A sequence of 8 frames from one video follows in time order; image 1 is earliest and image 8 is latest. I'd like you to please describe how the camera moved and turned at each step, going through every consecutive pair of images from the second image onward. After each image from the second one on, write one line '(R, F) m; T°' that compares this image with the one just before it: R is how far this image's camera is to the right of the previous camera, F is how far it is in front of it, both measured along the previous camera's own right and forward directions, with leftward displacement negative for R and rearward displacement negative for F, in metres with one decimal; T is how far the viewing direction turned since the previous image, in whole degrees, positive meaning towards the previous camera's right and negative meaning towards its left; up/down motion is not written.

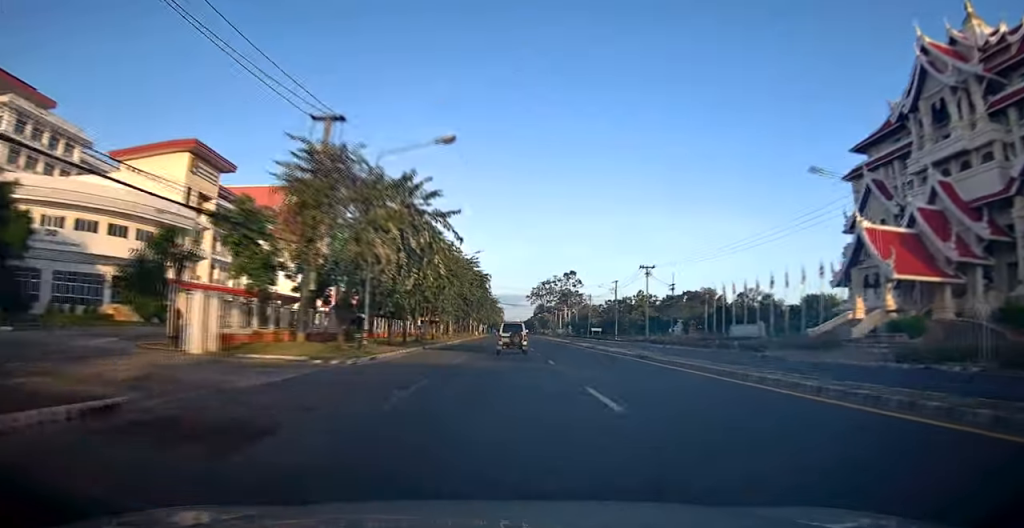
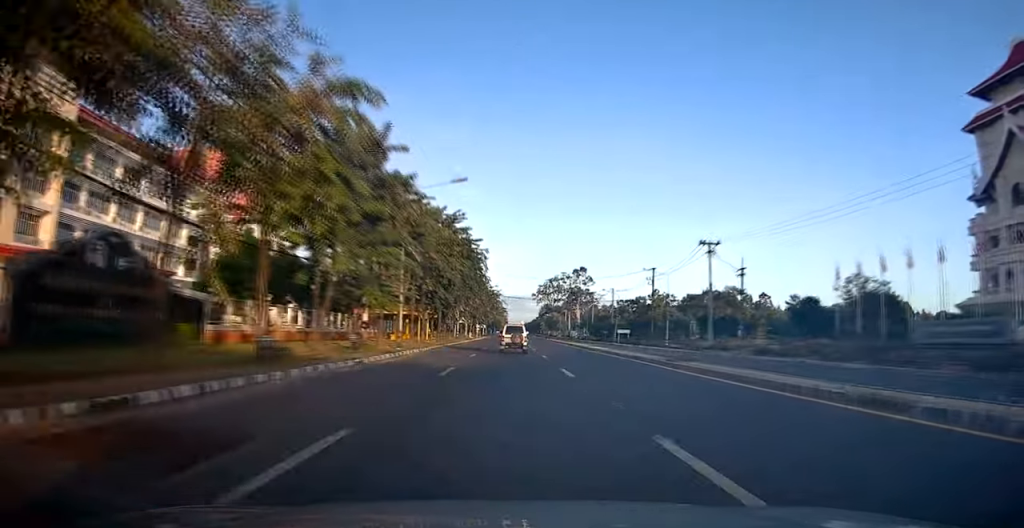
(+0.7, +29.3) m; +2°
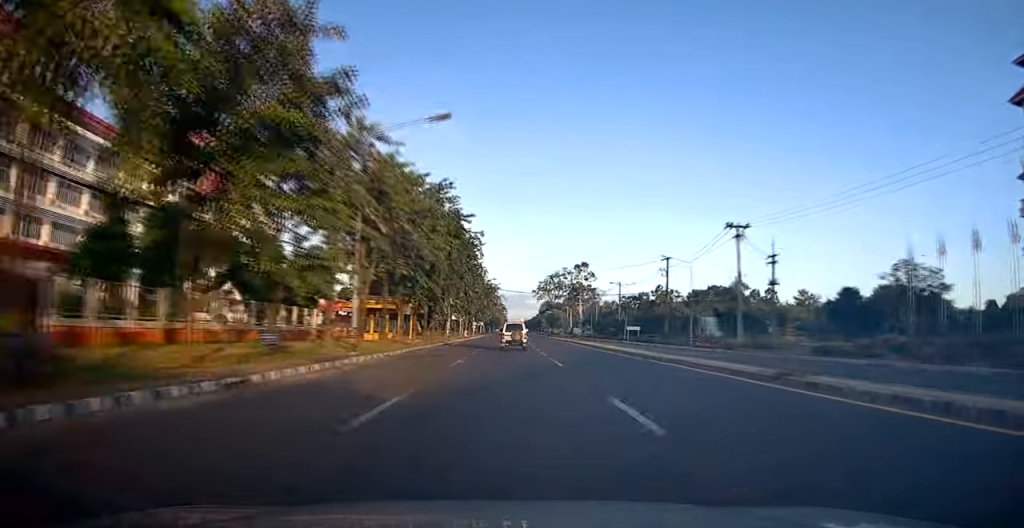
(0.0, +9.1) m; 0°
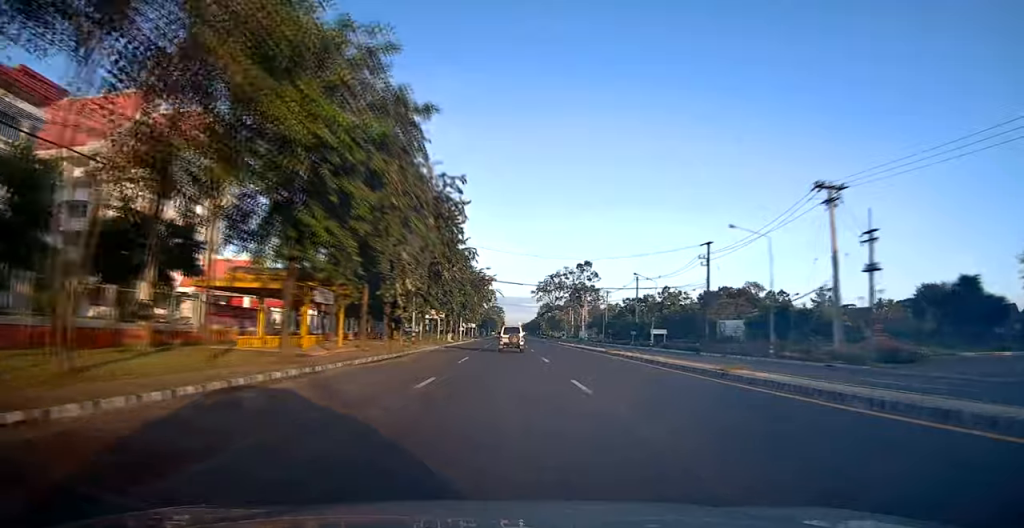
(-0.1, +19.1) m; 0°
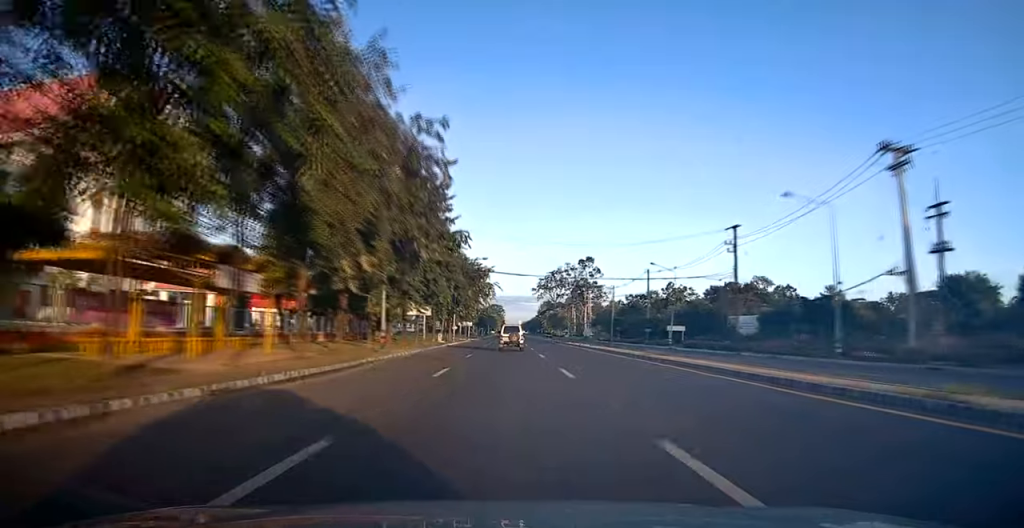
(0.0, +8.7) m; 0°
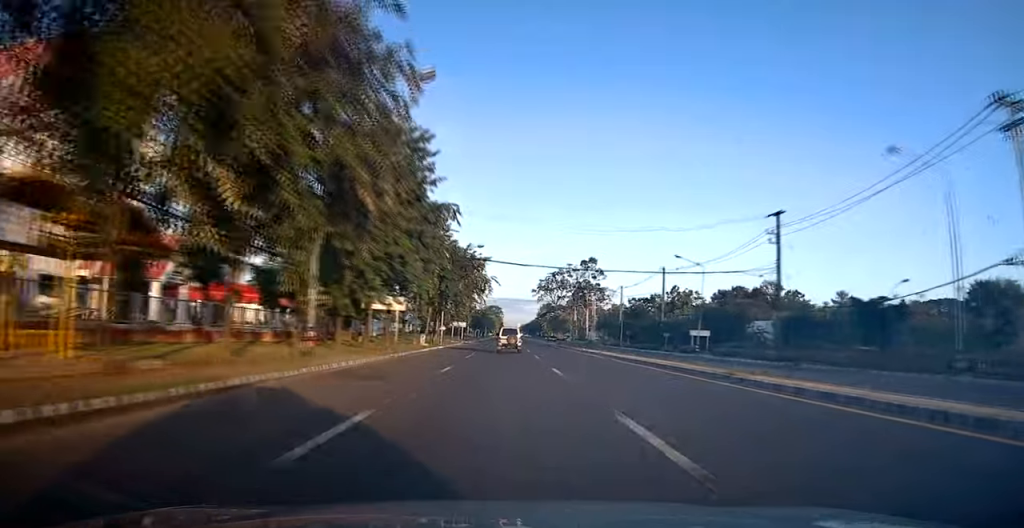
(+0.1, +10.1) m; -1°
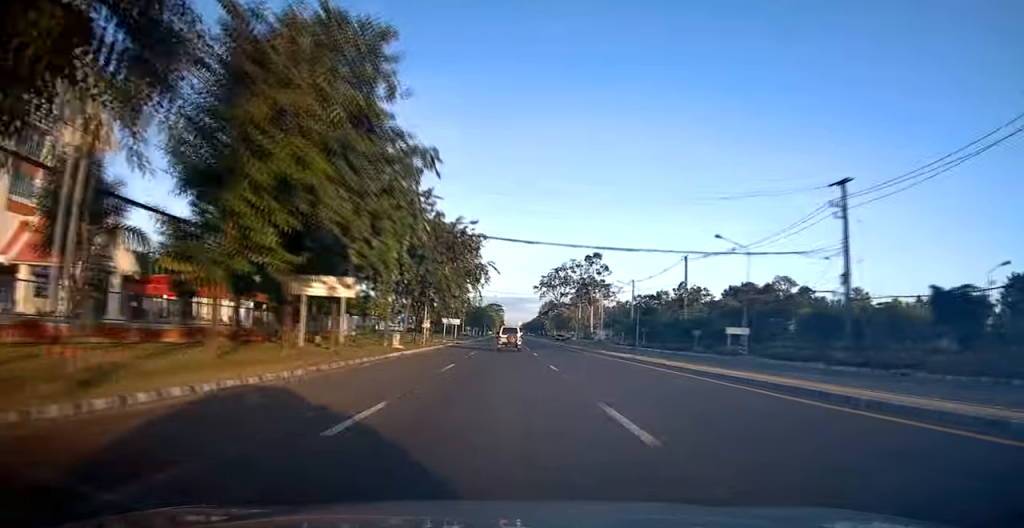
(-0.2, +11.1) m; -1°
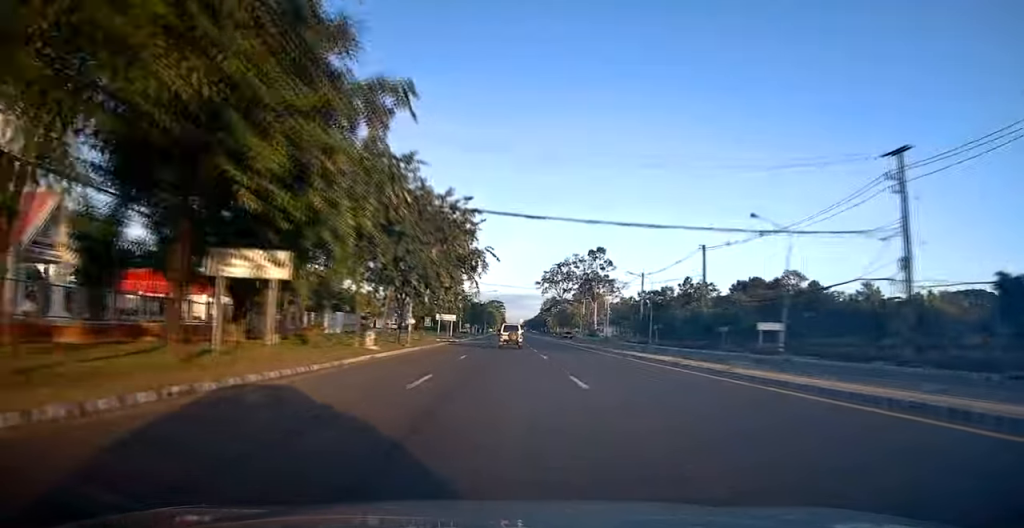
(-0.1, +6.9) m; 0°
